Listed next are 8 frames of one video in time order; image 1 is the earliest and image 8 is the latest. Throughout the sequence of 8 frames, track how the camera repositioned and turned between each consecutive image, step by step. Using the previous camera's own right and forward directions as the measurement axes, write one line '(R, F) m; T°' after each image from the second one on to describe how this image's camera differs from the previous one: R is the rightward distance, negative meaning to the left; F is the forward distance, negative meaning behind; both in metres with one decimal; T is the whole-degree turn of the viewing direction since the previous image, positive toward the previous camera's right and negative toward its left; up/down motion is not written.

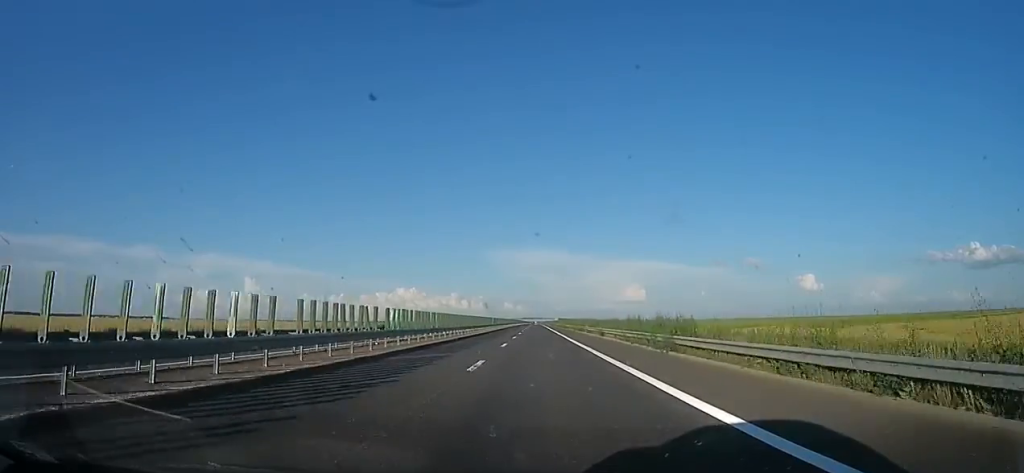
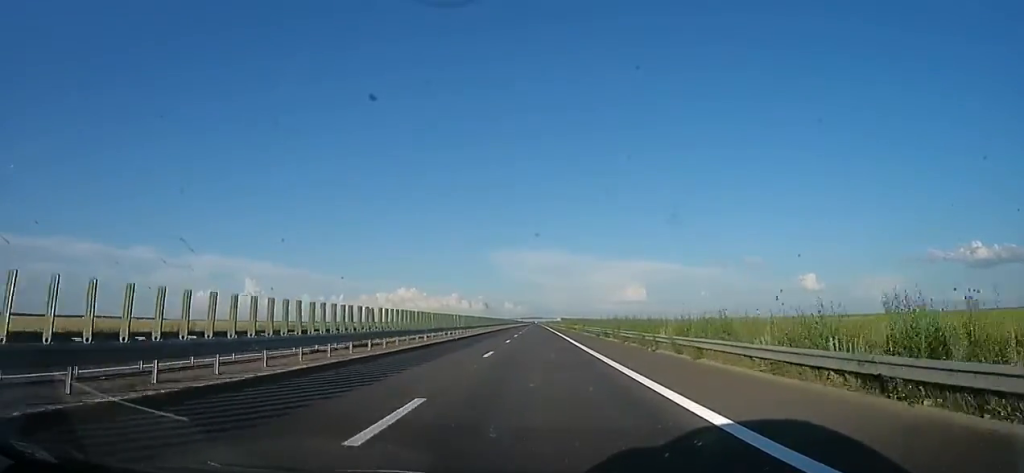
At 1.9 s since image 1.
(-1.9, +67.9) m; -2°
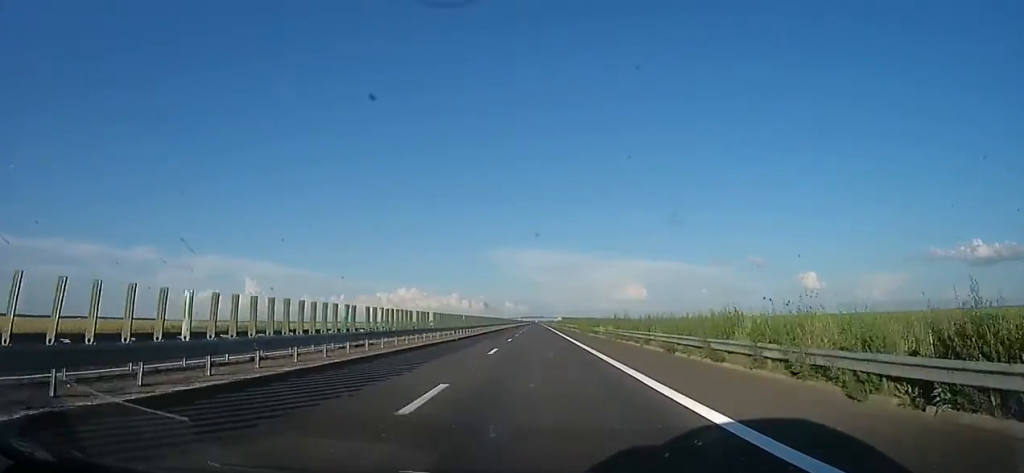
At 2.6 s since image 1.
(0.0, +22.3) m; +1°
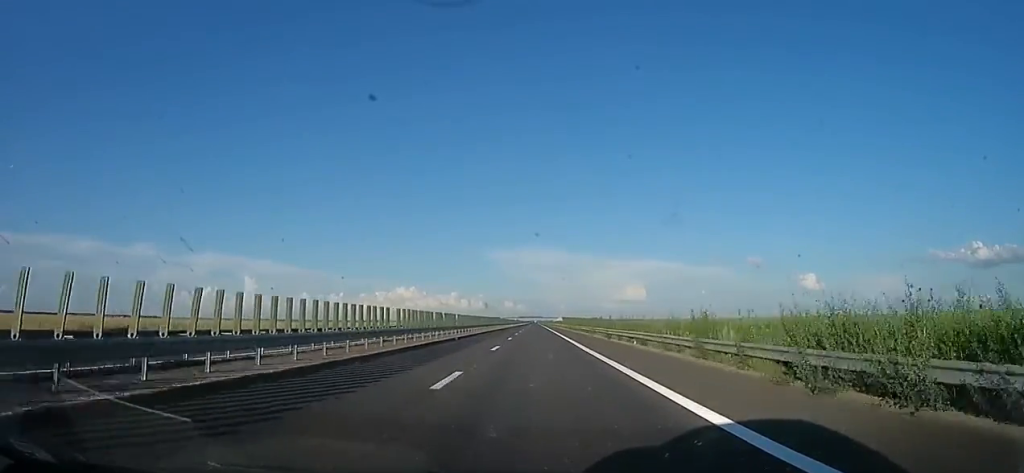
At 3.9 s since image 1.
(+1.2, +45.9) m; +2°
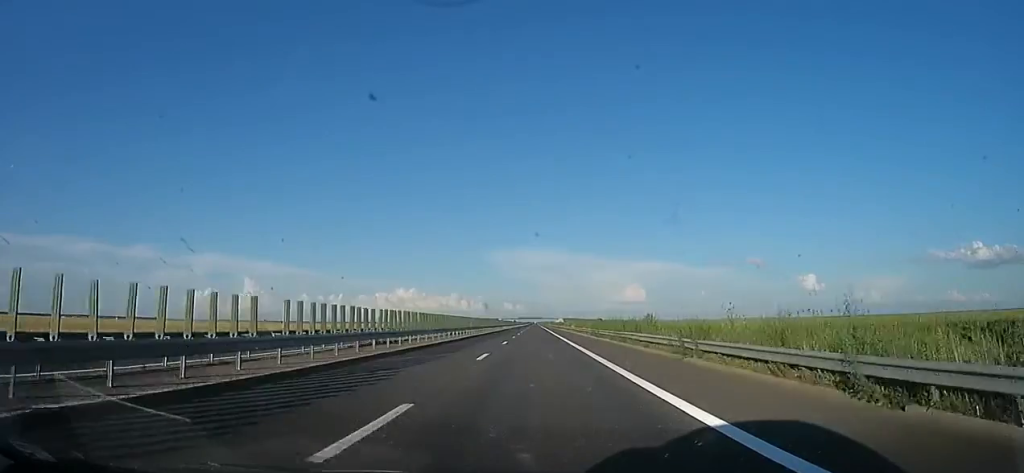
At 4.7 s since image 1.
(+0.1, +28.9) m; -1°
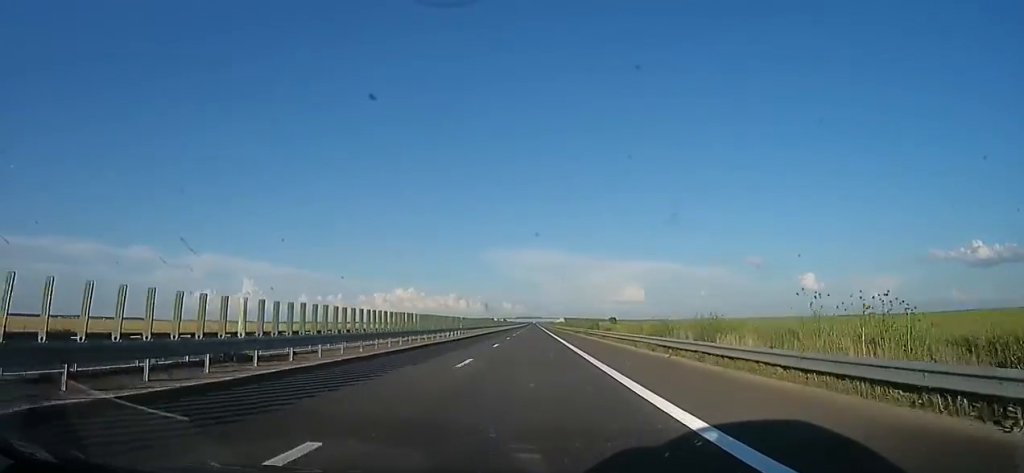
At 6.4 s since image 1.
(-1.5, +60.7) m; +1°
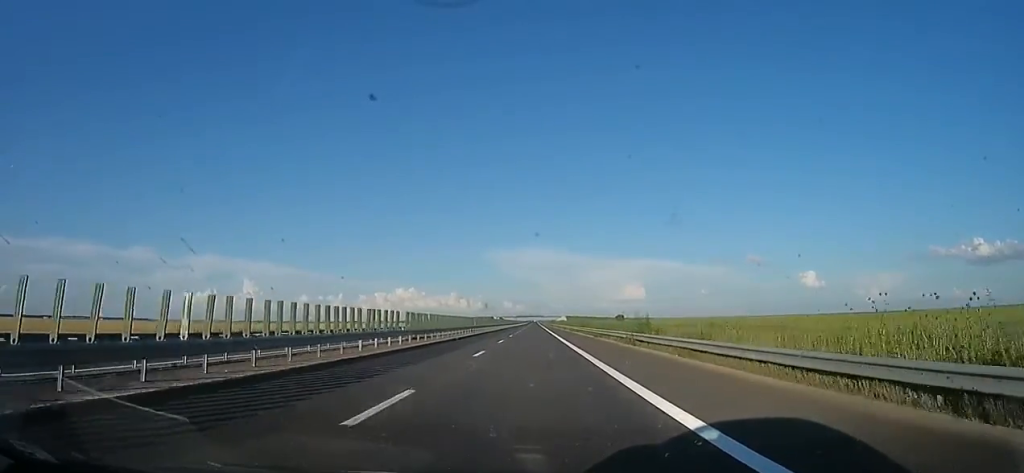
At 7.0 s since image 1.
(+0.9, +20.0) m; 0°
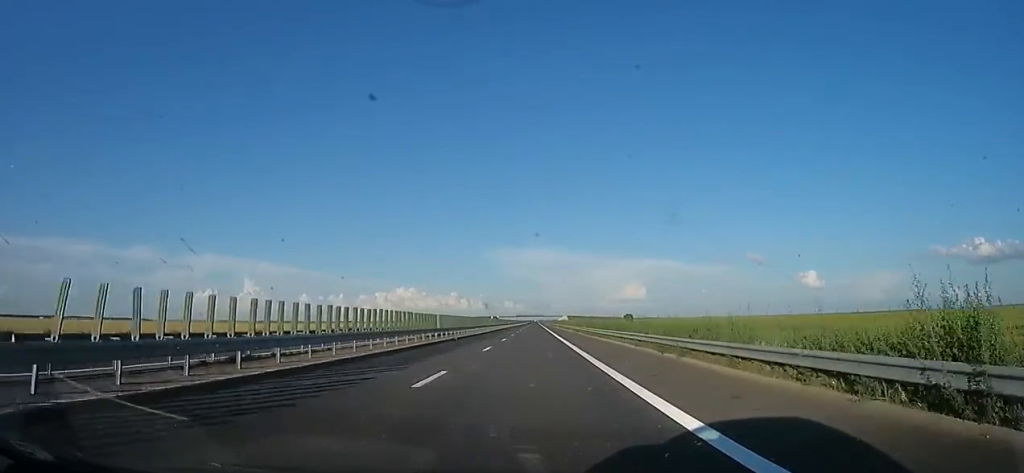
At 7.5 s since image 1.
(+0.2, +20.6) m; -1°
